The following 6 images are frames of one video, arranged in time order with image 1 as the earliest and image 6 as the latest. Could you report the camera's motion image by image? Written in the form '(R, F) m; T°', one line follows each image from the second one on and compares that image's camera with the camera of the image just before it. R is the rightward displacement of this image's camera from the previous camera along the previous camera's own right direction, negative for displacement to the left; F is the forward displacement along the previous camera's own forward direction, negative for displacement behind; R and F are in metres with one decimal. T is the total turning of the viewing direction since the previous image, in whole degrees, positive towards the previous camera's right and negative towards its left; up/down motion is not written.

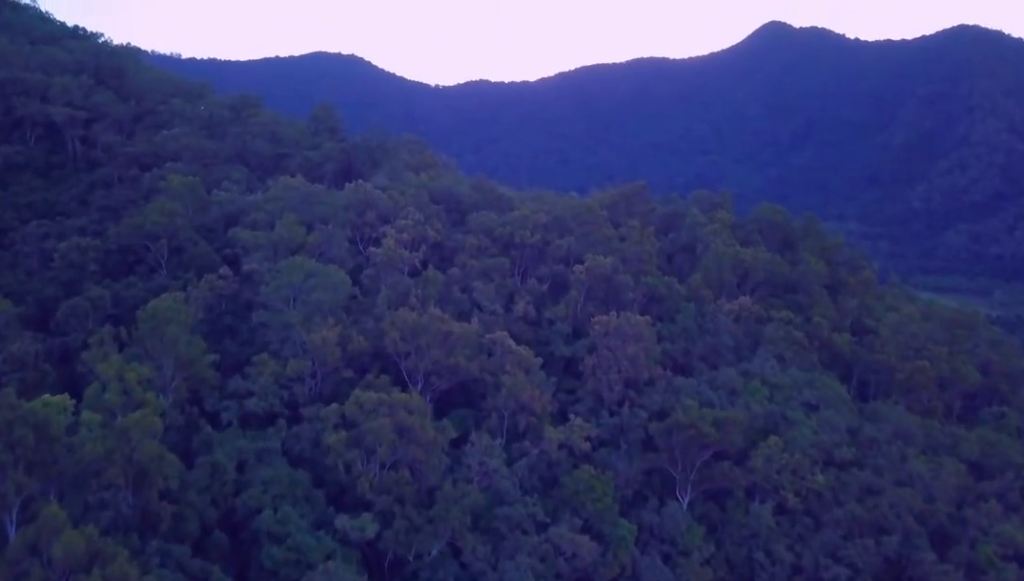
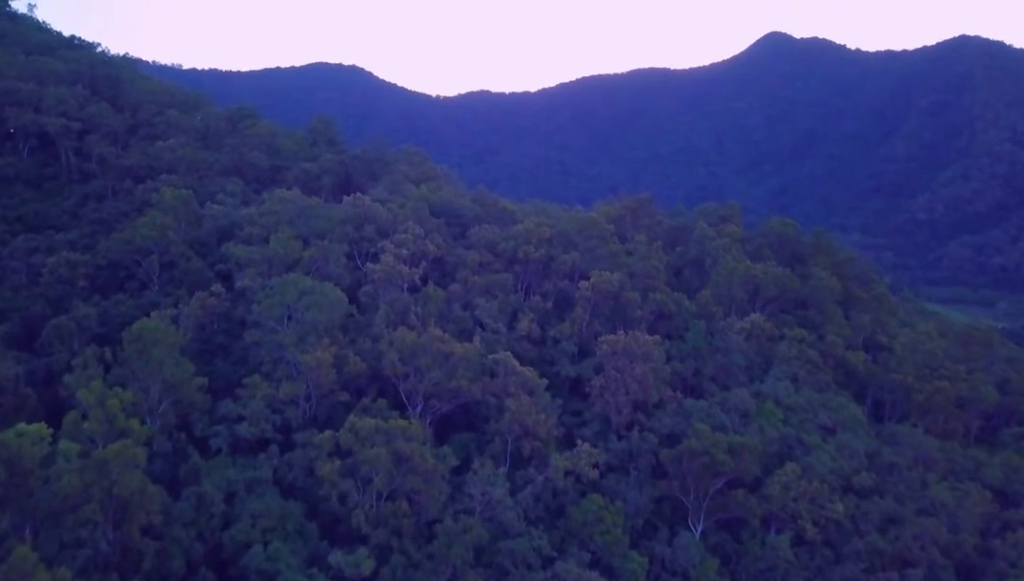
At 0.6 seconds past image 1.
(0.0, +7.4) m; 0°
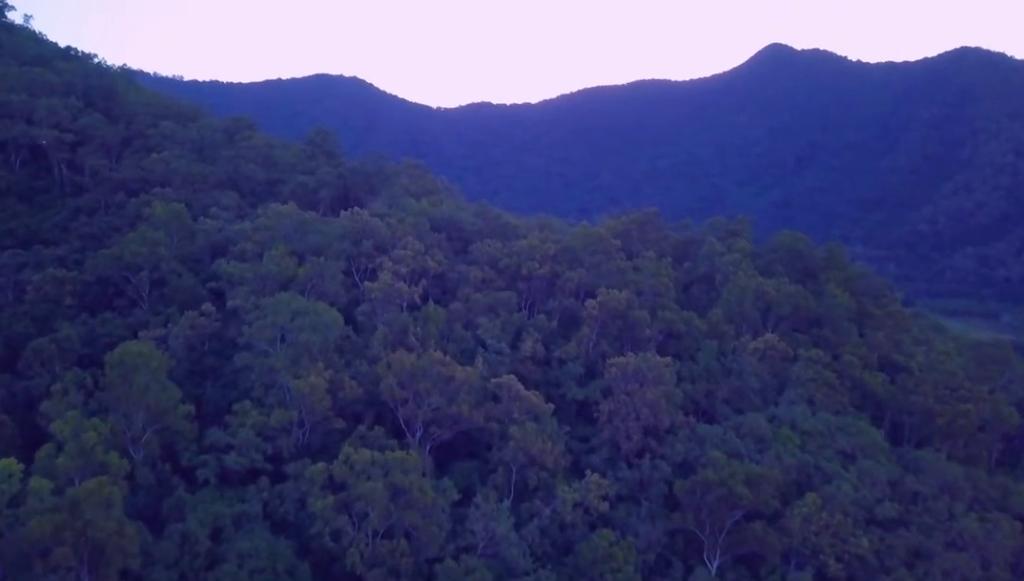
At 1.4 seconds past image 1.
(0.0, +8.1) m; 0°
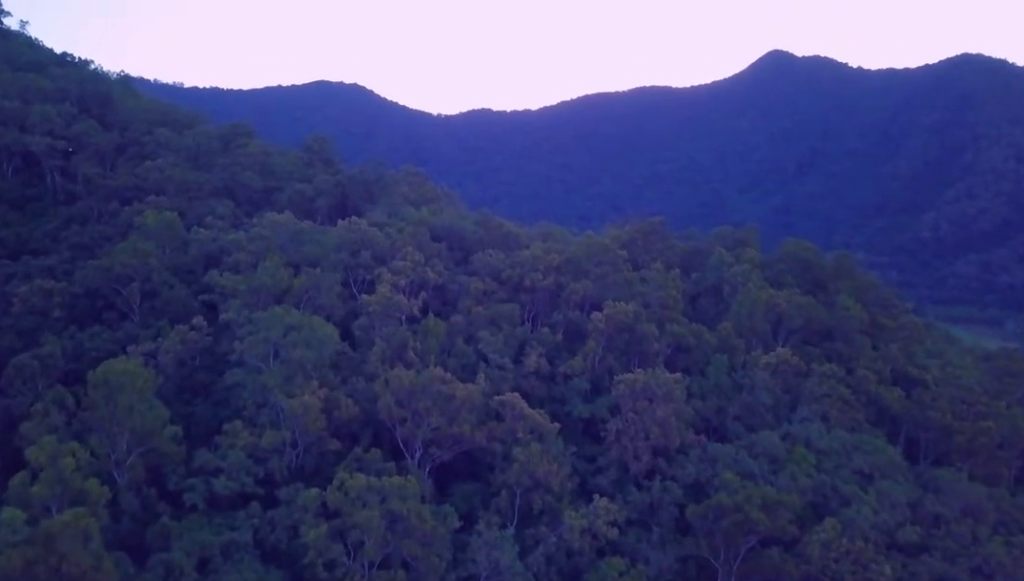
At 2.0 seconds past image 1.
(0.0, +6.6) m; 0°
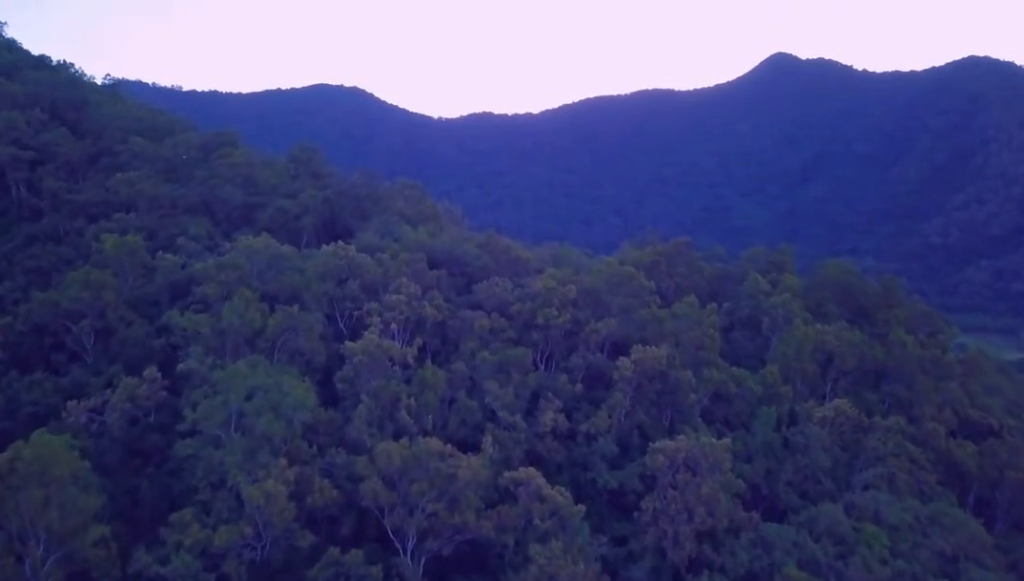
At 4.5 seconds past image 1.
(0.0, +26.1) m; 0°
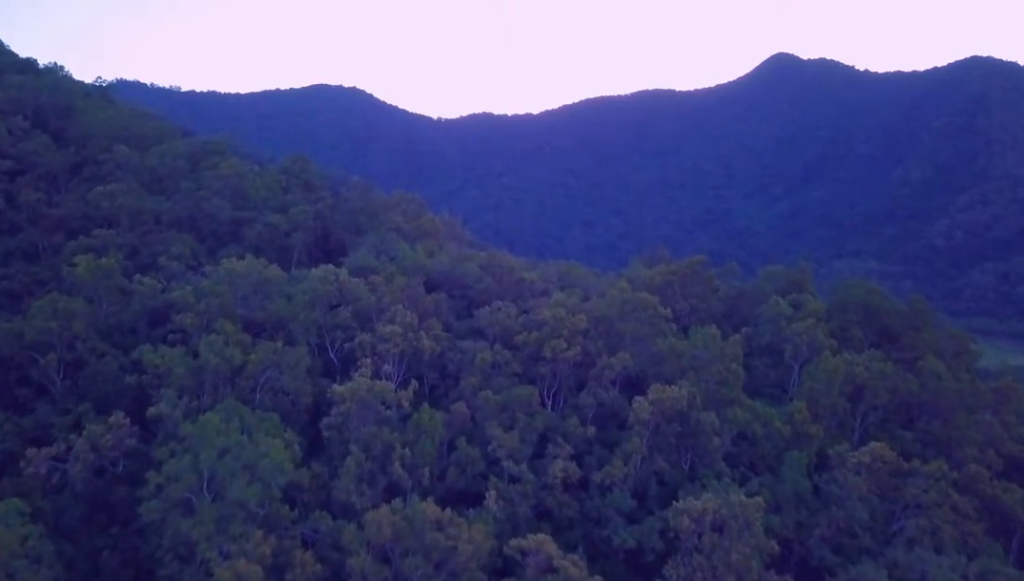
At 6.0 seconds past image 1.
(0.0, +13.6) m; 0°
